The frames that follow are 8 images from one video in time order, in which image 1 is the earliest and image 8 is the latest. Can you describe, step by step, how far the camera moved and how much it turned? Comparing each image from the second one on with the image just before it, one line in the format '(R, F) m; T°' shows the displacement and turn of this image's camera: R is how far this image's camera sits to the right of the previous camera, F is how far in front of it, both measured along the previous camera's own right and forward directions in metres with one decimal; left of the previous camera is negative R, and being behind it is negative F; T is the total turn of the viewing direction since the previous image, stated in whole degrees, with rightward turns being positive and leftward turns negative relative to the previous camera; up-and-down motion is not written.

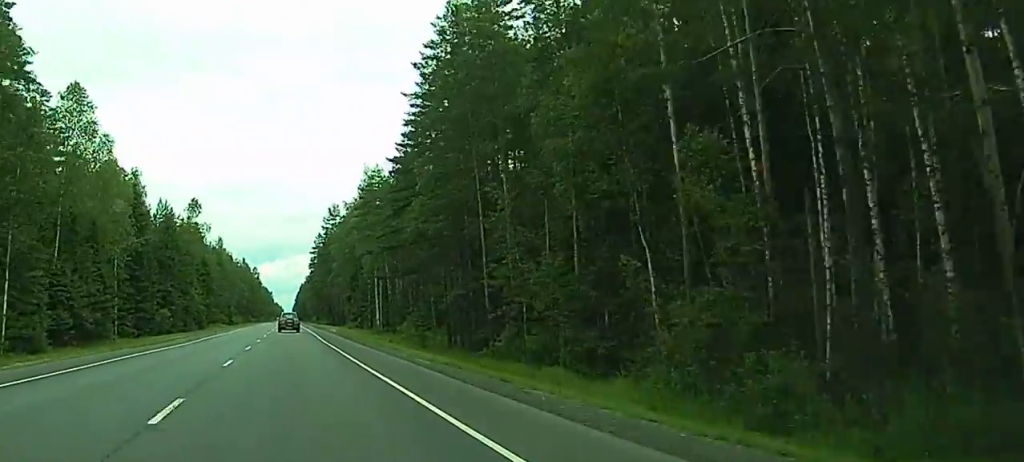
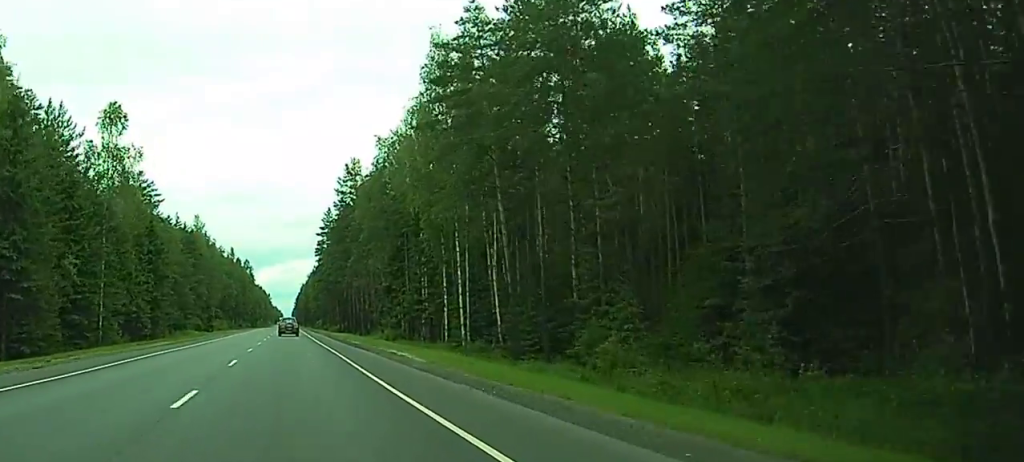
(+0.6, +57.1) m; 0°
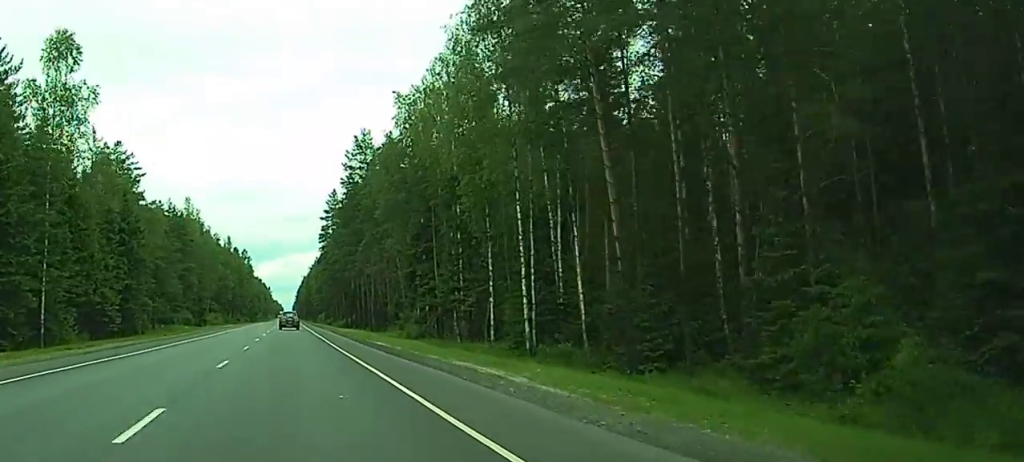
(0.0, +16.0) m; 0°
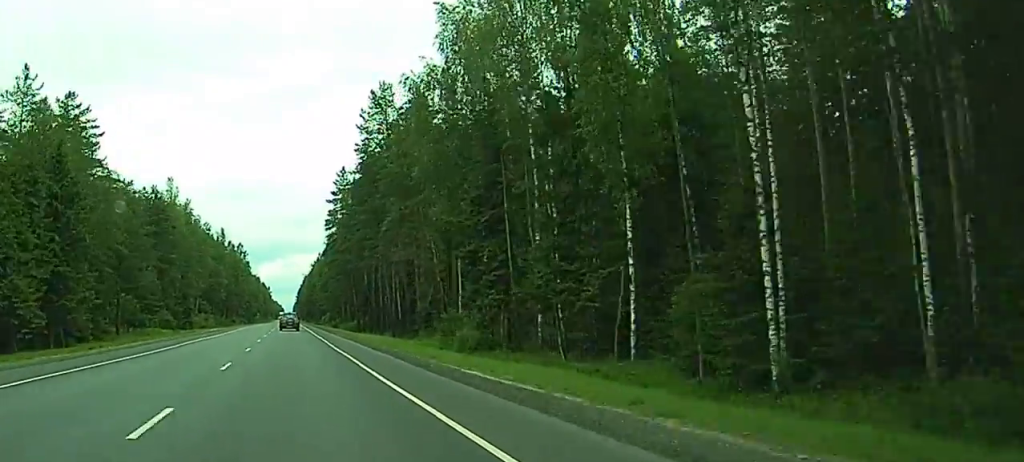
(-0.1, +23.2) m; 0°
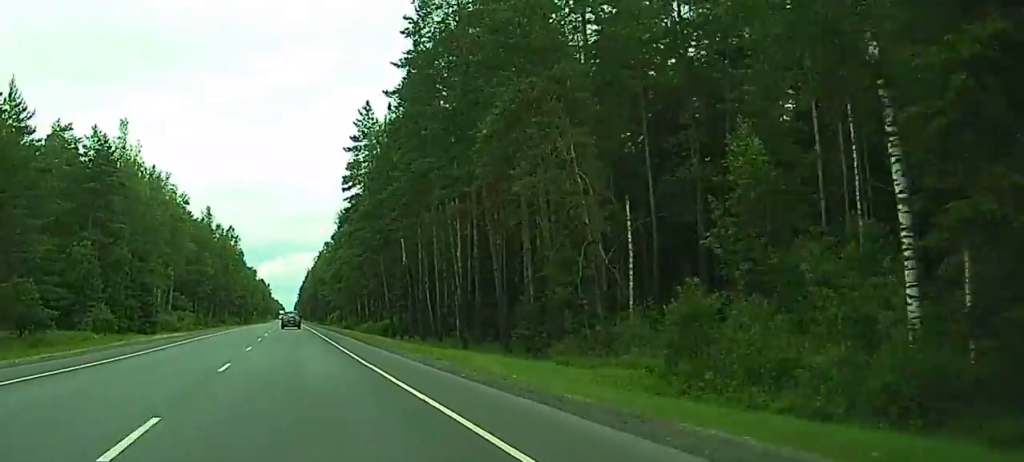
(-0.1, +37.5) m; 0°
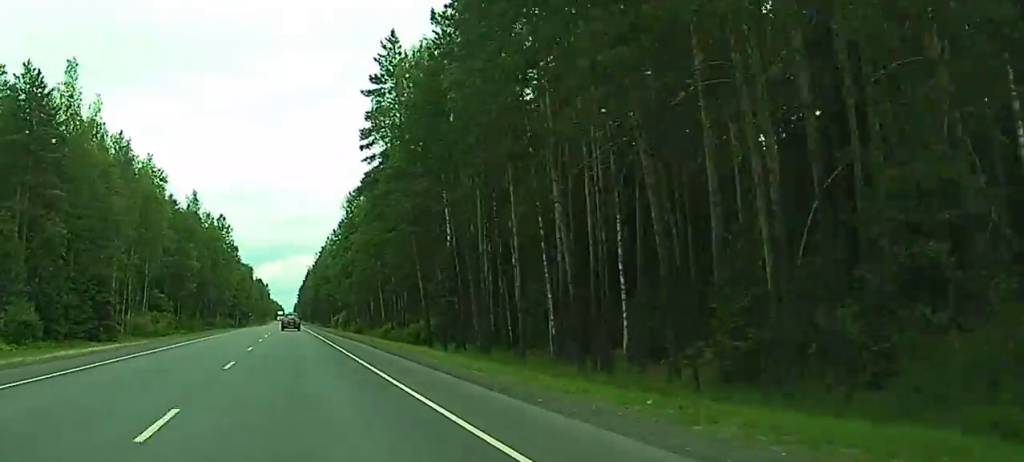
(+0.1, +22.5) m; +1°
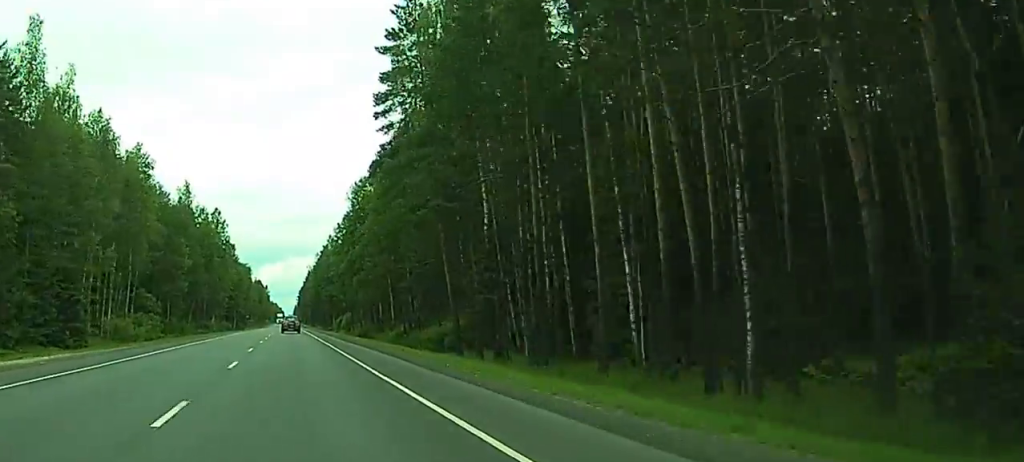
(+0.1, +10.8) m; 0°
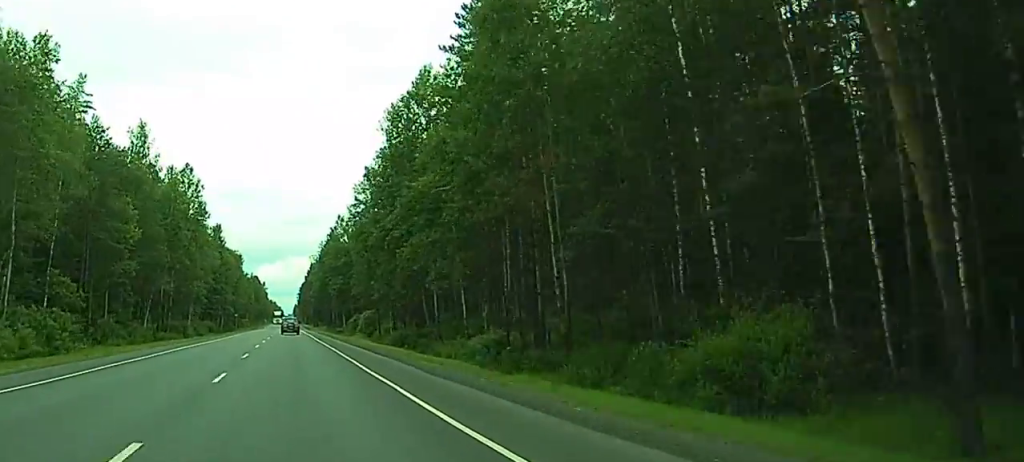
(+0.1, +39.9) m; 0°
